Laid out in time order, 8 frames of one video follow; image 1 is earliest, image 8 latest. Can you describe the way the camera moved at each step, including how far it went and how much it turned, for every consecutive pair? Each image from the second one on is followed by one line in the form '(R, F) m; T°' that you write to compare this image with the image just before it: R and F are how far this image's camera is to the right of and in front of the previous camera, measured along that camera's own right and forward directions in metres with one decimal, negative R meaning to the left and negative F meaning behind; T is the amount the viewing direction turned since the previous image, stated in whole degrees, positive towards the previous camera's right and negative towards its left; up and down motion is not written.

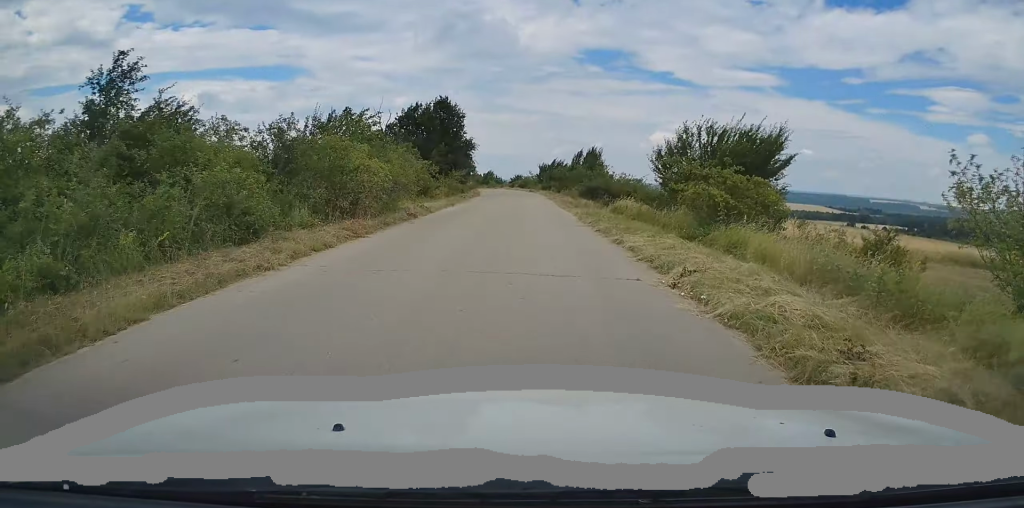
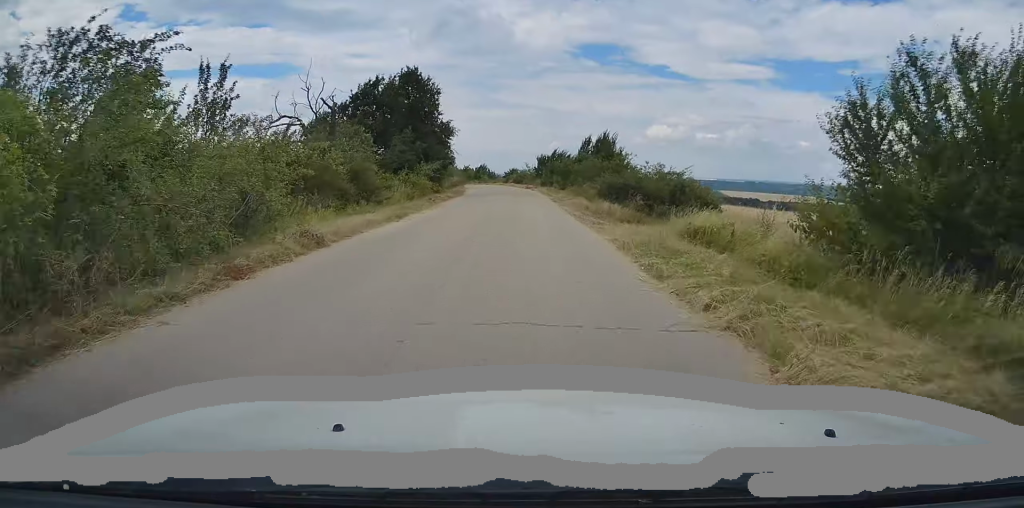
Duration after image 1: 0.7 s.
(-0.1, +12.1) m; -1°
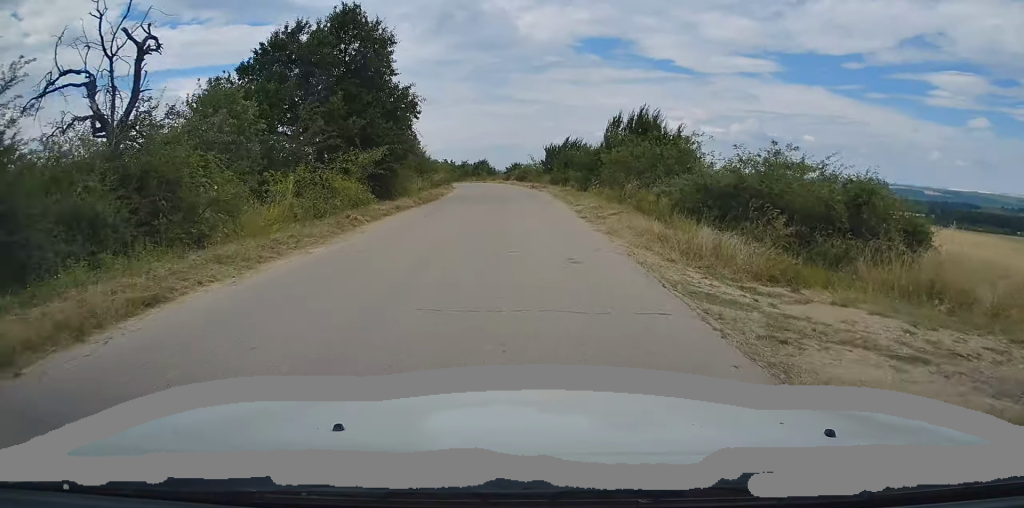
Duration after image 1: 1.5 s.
(-0.1, +14.4) m; -1°
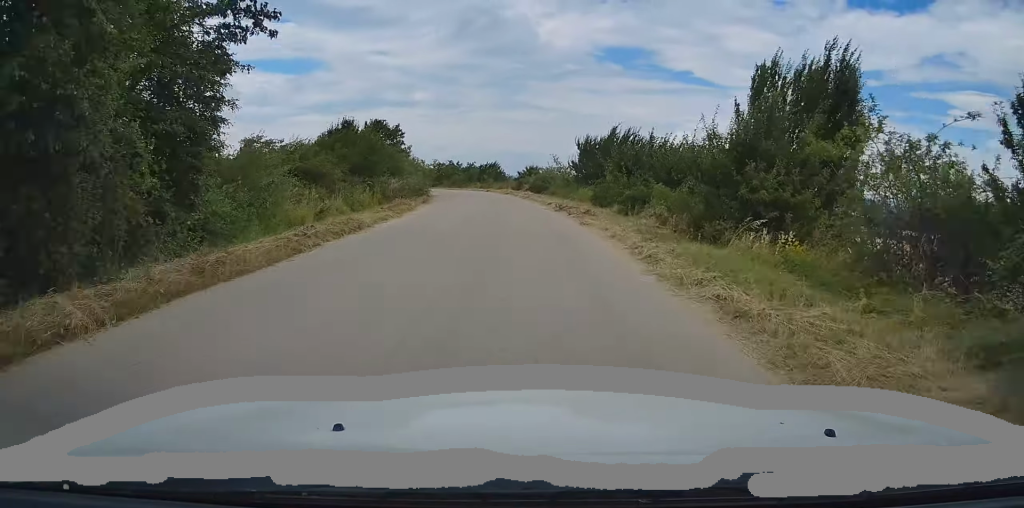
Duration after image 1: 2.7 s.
(-0.1, +20.0) m; -2°
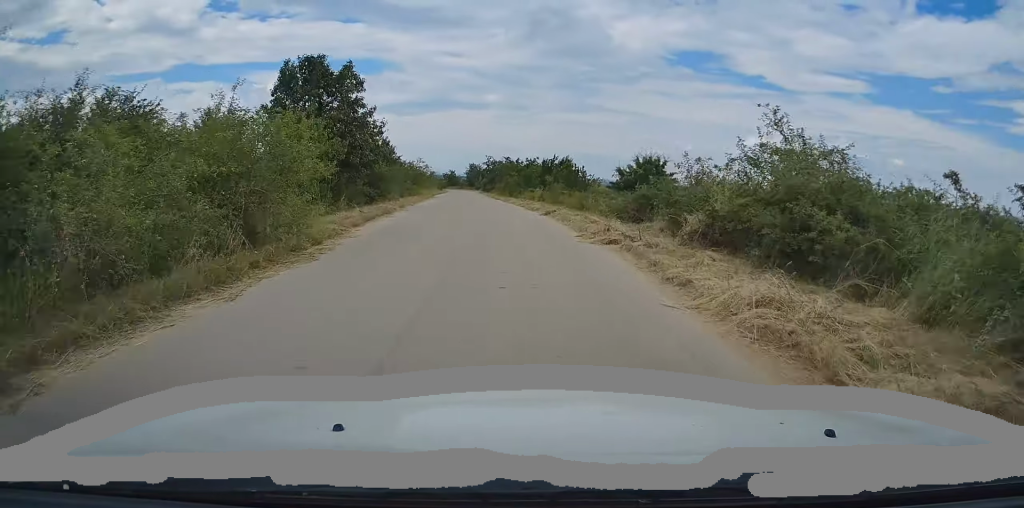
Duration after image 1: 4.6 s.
(-1.5, +32.1) m; -6°
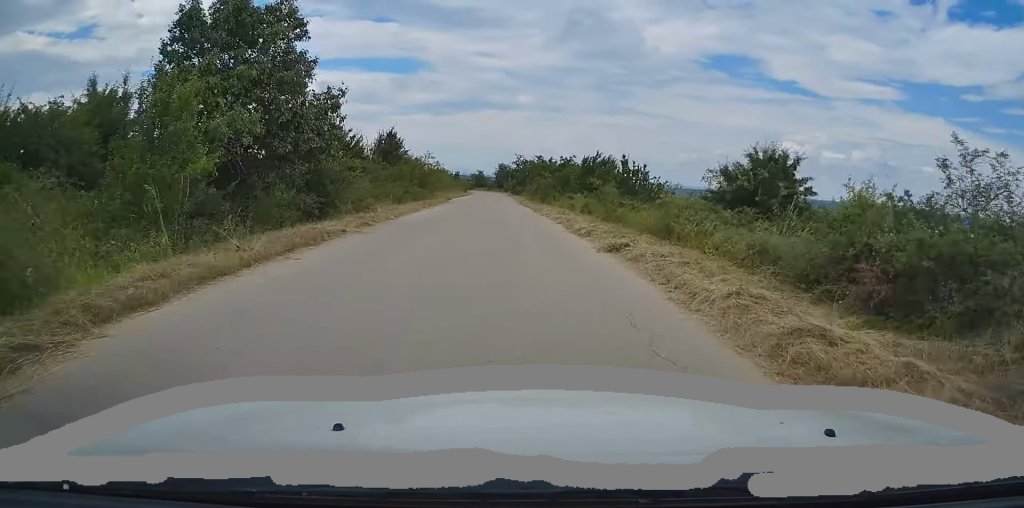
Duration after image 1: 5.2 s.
(-0.2, +10.4) m; -2°
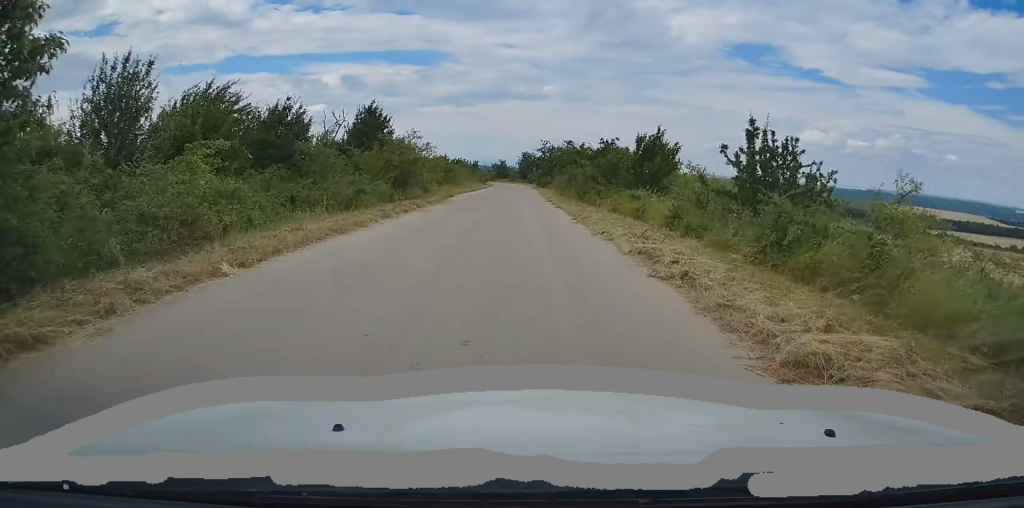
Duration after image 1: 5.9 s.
(-0.3, +12.8) m; -3°
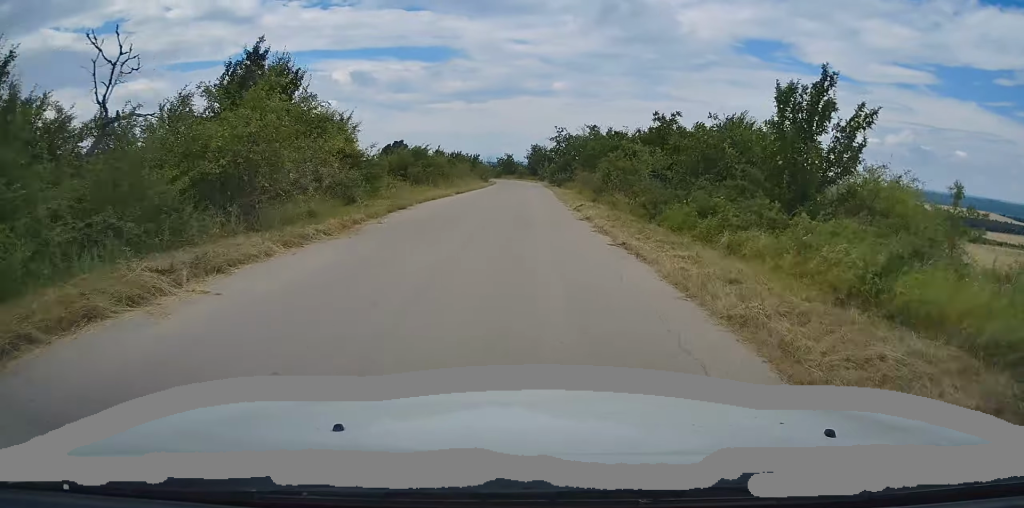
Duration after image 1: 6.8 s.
(-0.4, +16.3) m; -1°
